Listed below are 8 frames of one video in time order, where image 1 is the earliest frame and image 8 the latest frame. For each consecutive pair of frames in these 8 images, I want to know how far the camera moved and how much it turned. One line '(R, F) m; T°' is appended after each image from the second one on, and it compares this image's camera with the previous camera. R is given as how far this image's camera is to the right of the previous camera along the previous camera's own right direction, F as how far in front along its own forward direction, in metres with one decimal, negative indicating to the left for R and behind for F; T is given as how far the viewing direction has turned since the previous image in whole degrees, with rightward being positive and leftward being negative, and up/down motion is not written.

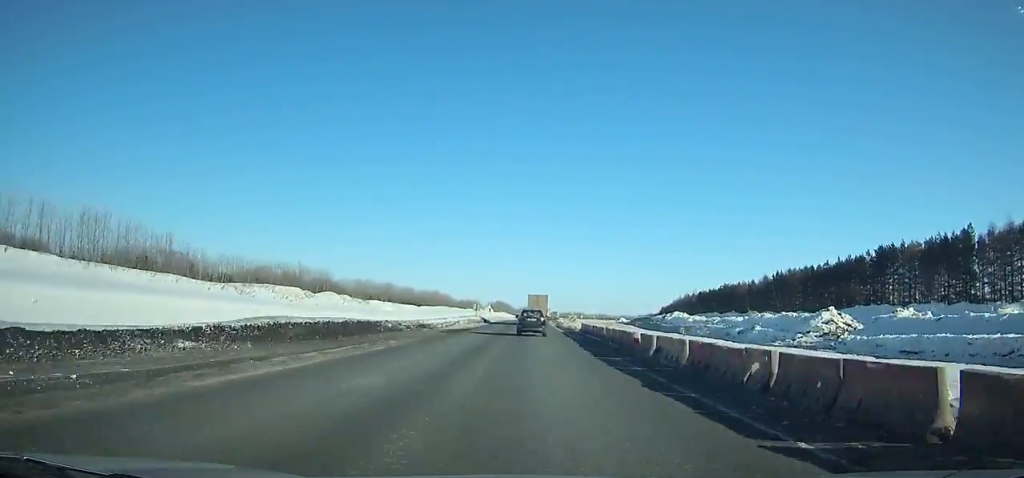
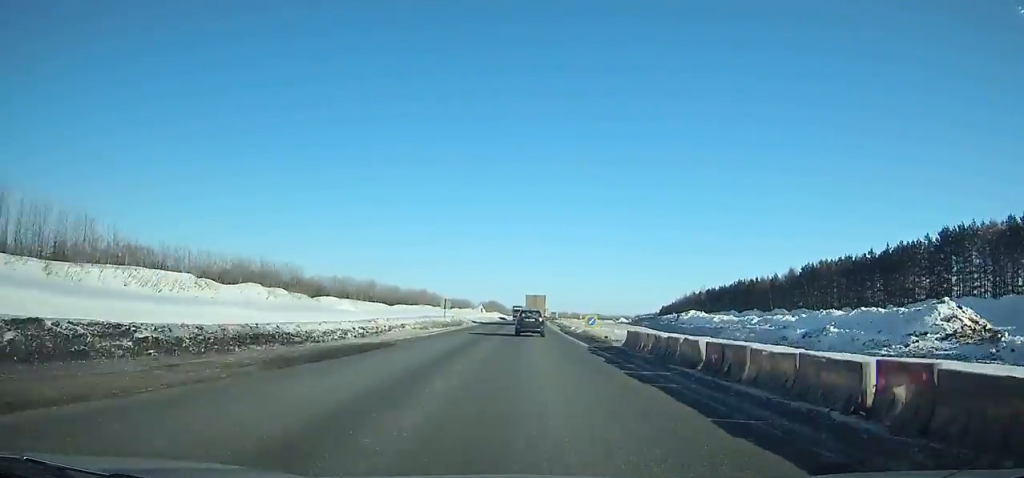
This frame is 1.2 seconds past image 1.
(+0.3, +24.5) m; +1°
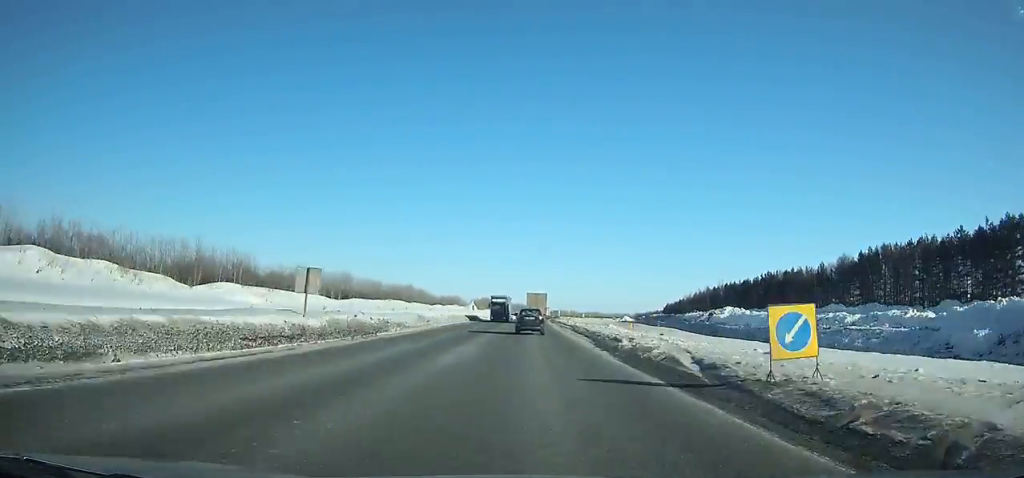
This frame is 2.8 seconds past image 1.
(+0.1, +32.7) m; +1°
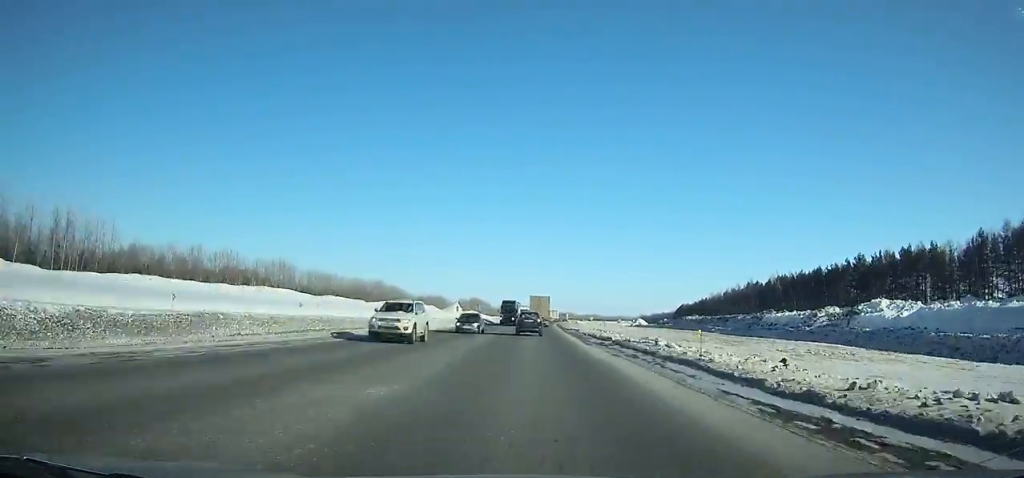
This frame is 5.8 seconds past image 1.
(+0.7, +62.2) m; +1°
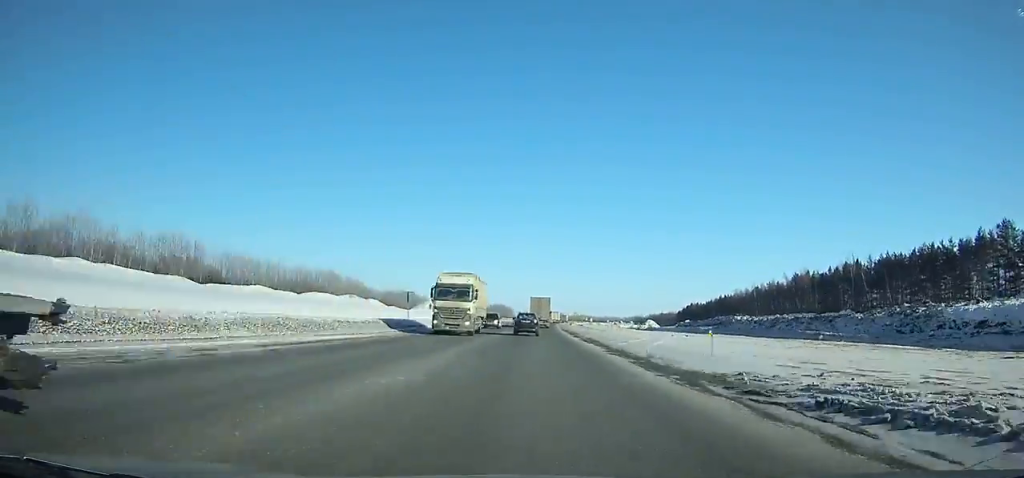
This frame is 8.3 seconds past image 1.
(+0.4, +52.8) m; +1°
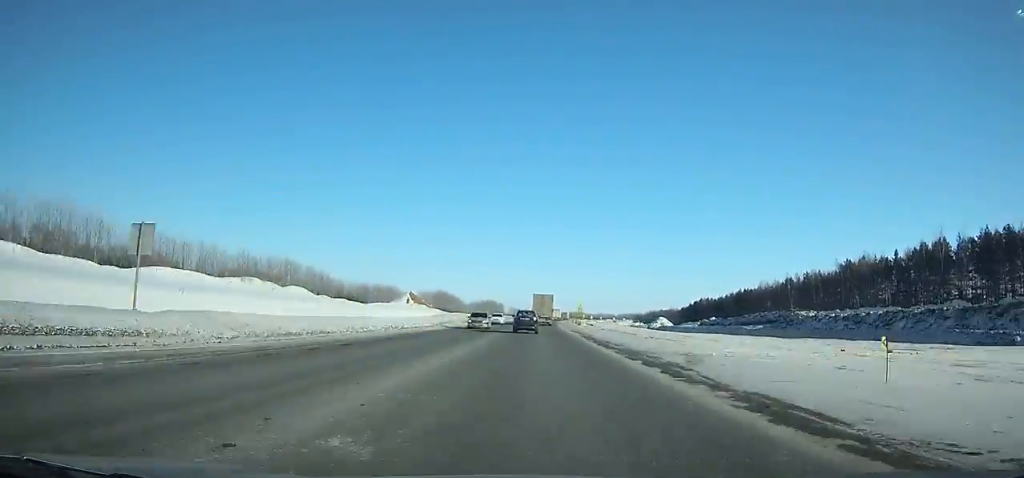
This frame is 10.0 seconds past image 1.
(+0.4, +36.2) m; +1°
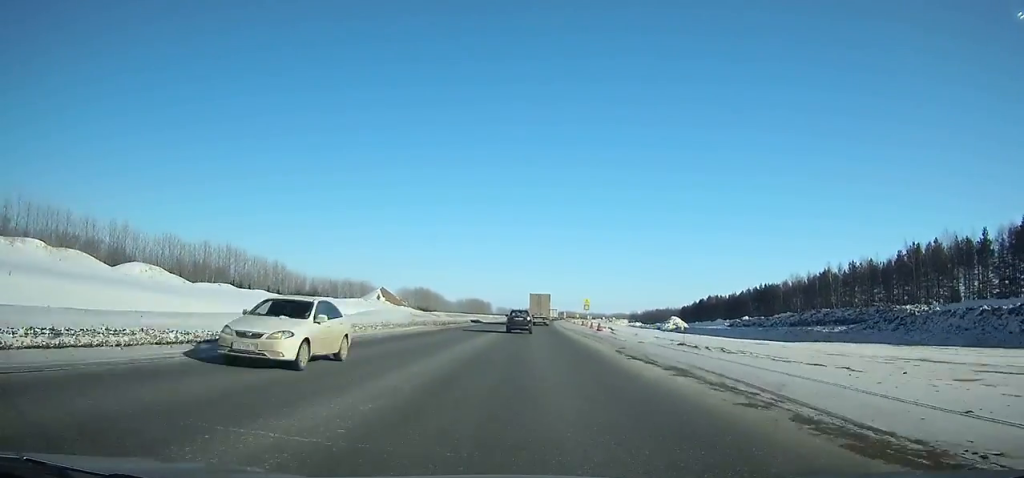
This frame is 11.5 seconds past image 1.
(+0.2, +32.1) m; +1°
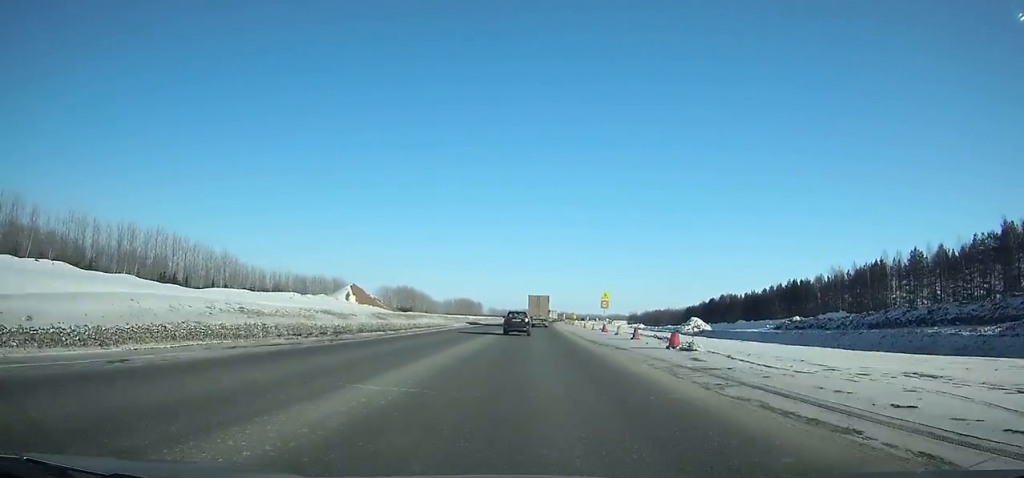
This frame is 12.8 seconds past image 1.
(+0.2, +27.7) m; +1°
